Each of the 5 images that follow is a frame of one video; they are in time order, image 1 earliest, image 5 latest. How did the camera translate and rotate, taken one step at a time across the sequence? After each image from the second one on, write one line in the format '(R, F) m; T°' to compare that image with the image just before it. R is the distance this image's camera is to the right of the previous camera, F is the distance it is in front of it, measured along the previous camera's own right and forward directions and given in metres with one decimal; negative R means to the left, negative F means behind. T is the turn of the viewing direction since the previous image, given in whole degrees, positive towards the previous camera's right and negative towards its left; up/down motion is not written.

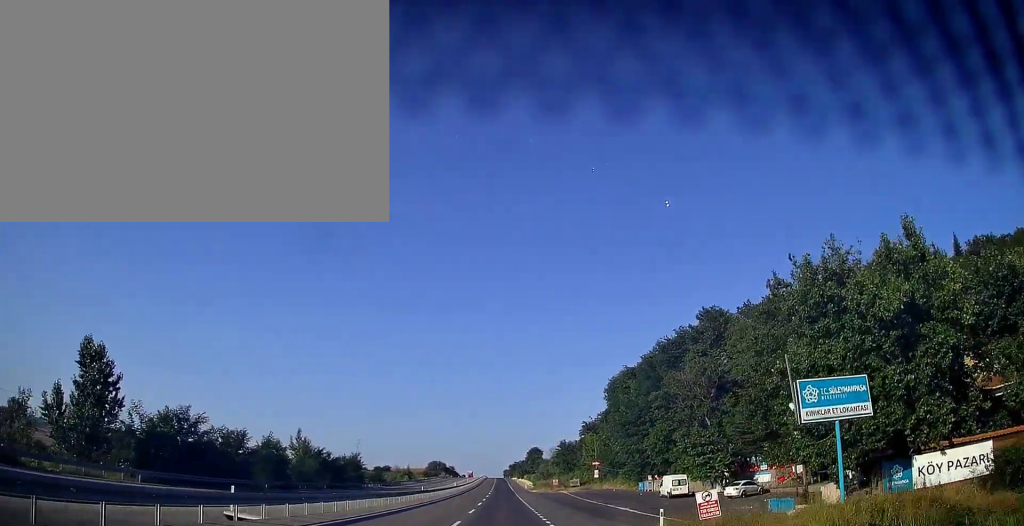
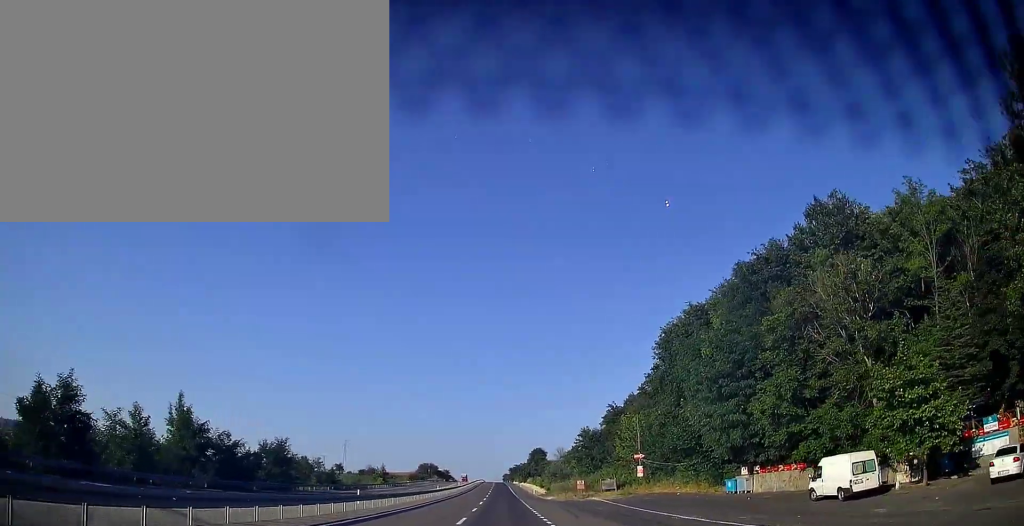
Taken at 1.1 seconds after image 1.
(+0.1, +32.5) m; 0°
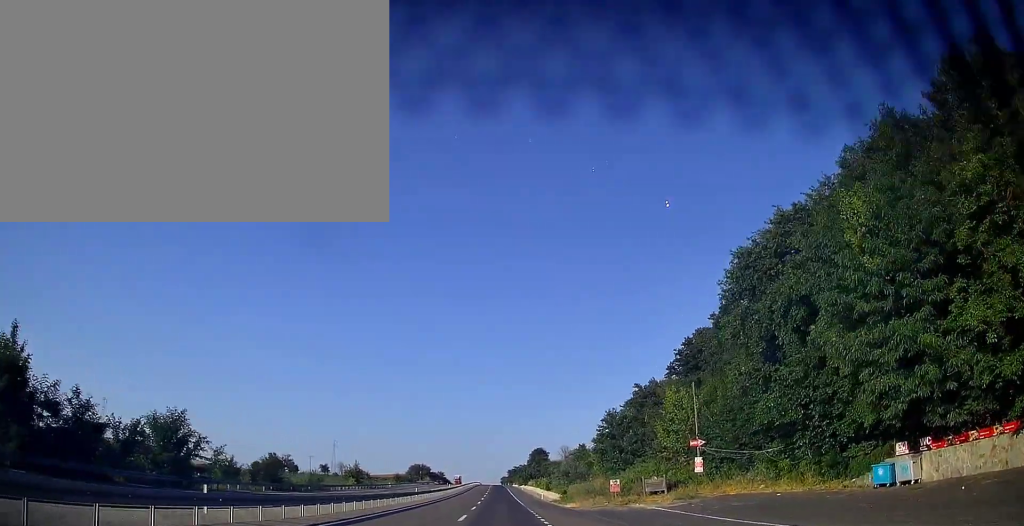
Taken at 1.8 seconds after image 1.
(+0.1, +20.6) m; 0°
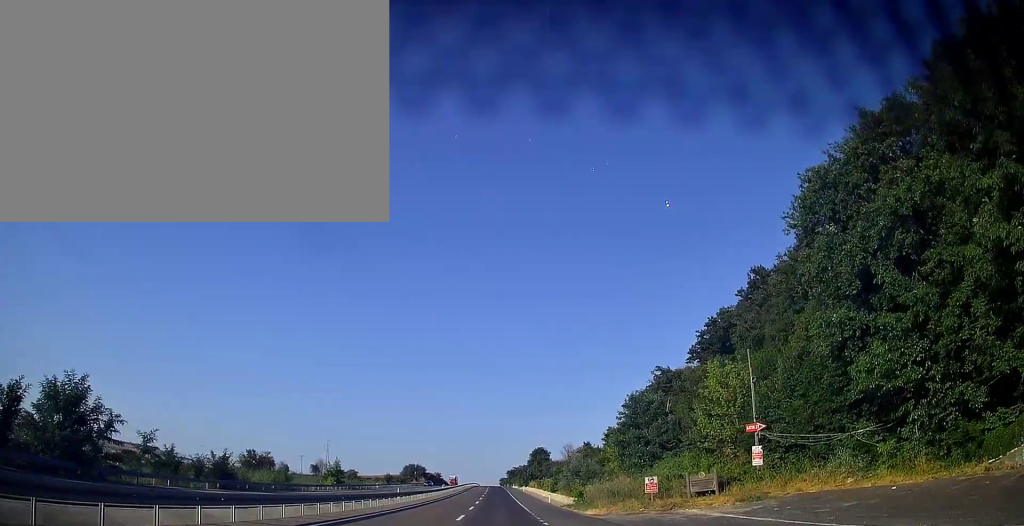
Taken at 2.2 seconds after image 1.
(0.0, +12.7) m; 0°
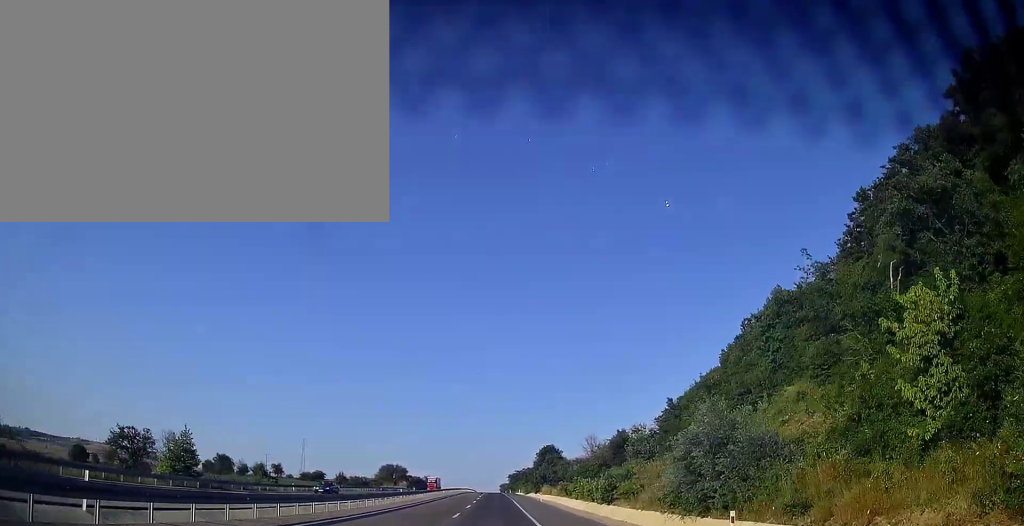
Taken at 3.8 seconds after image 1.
(+0.1, +44.9) m; 0°
